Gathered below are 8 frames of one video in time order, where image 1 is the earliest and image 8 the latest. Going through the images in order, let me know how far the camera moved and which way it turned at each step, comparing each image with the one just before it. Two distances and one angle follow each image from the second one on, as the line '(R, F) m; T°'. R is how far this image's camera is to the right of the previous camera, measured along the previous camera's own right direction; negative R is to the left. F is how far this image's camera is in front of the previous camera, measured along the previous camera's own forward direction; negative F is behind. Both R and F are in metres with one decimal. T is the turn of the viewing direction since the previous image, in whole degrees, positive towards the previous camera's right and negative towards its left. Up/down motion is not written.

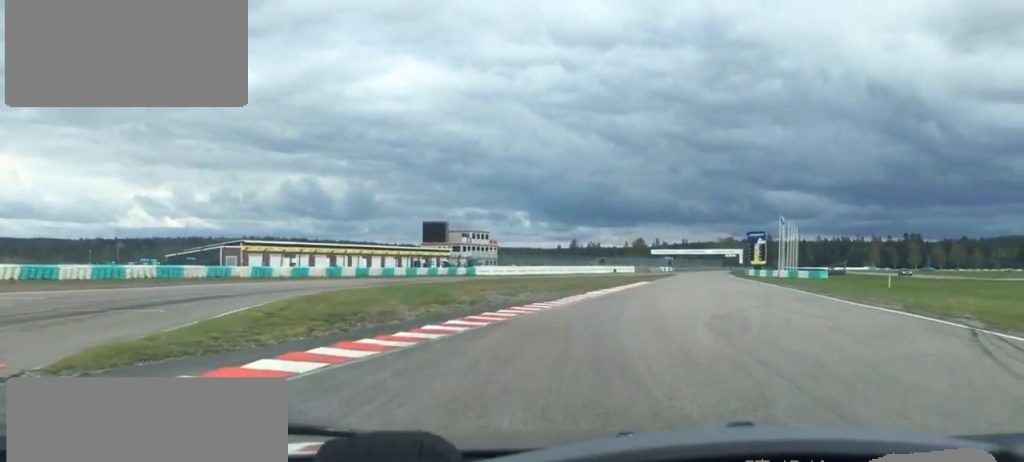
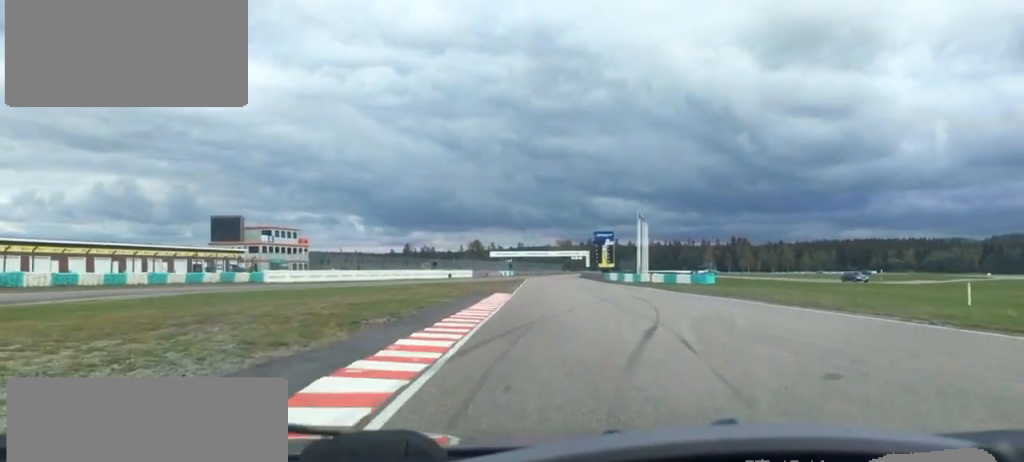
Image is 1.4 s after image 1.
(+2.5, +32.3) m; +9°
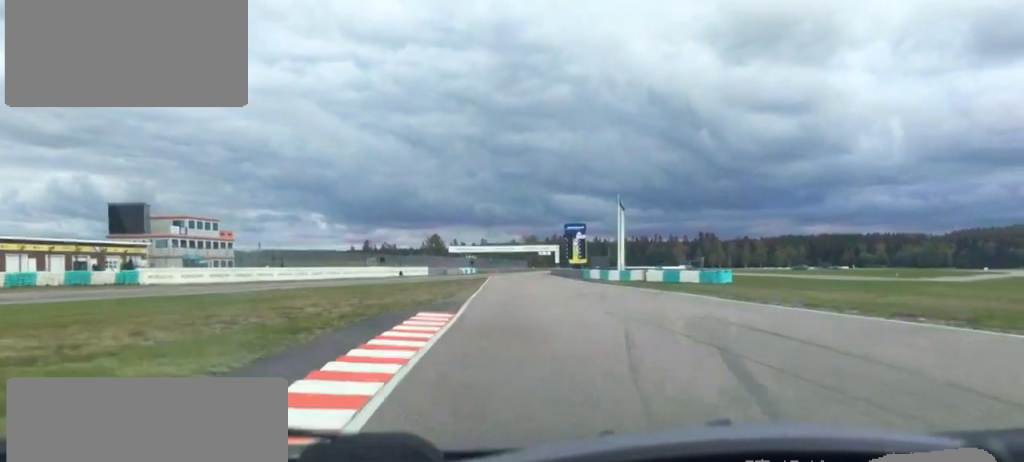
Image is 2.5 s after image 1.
(+1.4, +24.0) m; +3°
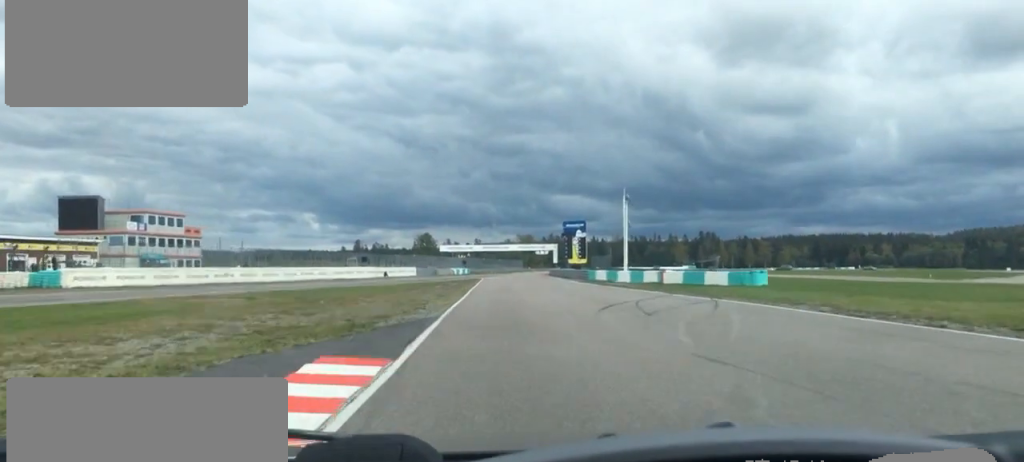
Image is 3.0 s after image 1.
(+0.2, +12.1) m; 0°
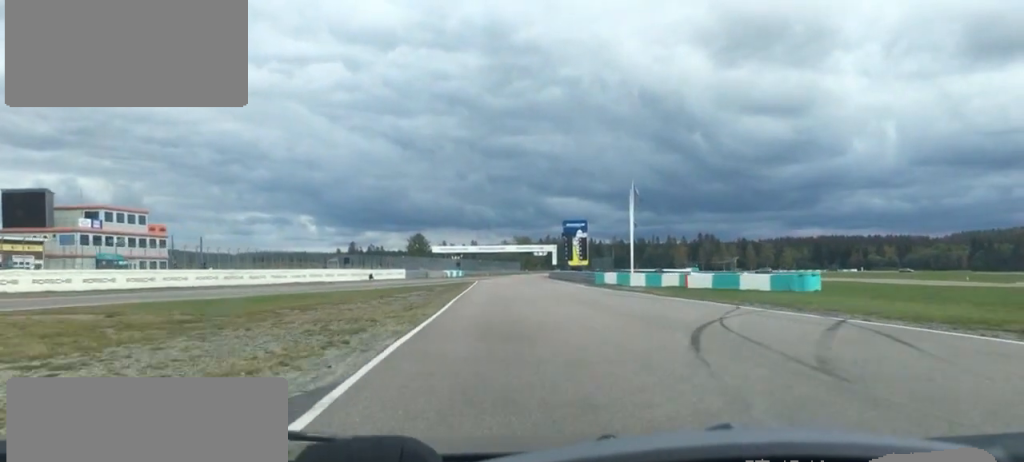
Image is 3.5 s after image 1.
(-0.3, +12.1) m; 0°
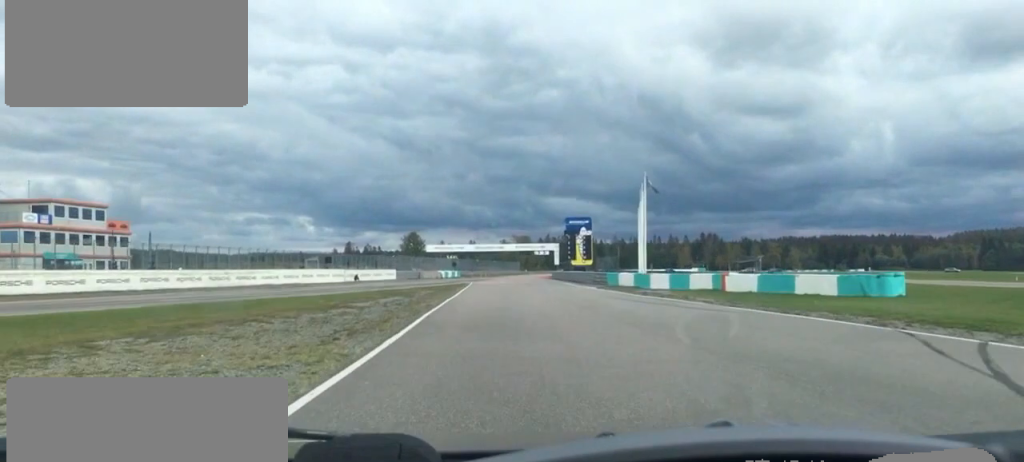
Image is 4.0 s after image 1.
(0.0, +12.1) m; +1°
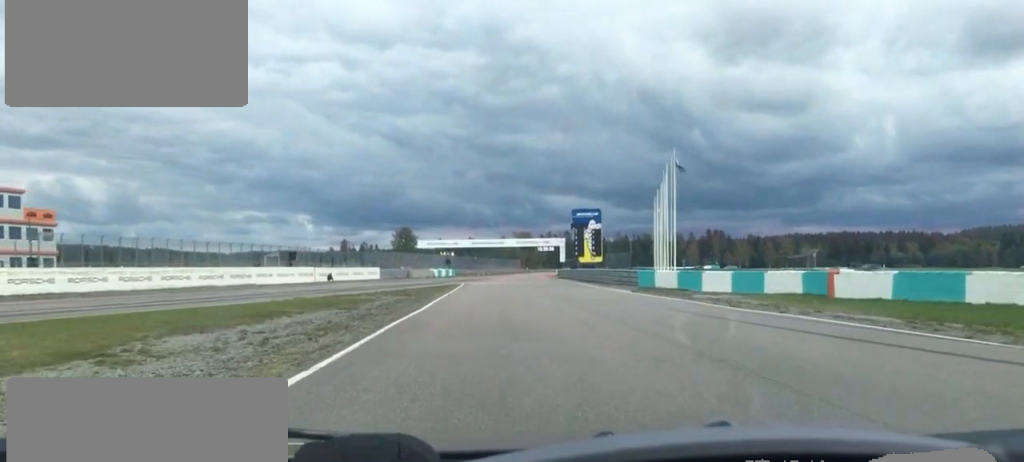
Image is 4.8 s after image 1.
(+0.3, +17.6) m; +2°
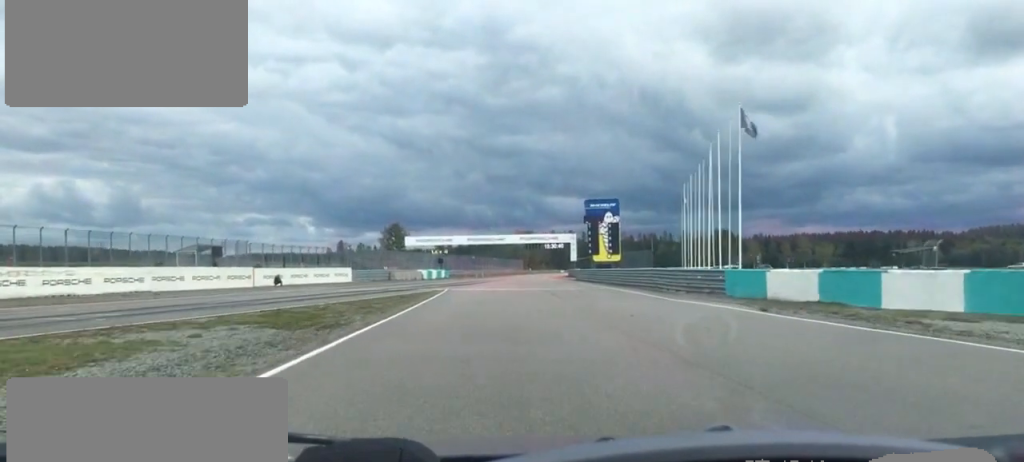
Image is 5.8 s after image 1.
(+0.5, +24.0) m; 0°
